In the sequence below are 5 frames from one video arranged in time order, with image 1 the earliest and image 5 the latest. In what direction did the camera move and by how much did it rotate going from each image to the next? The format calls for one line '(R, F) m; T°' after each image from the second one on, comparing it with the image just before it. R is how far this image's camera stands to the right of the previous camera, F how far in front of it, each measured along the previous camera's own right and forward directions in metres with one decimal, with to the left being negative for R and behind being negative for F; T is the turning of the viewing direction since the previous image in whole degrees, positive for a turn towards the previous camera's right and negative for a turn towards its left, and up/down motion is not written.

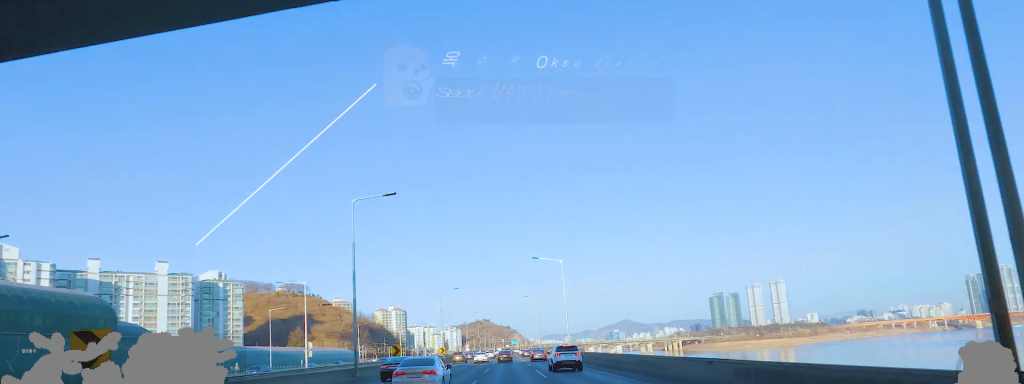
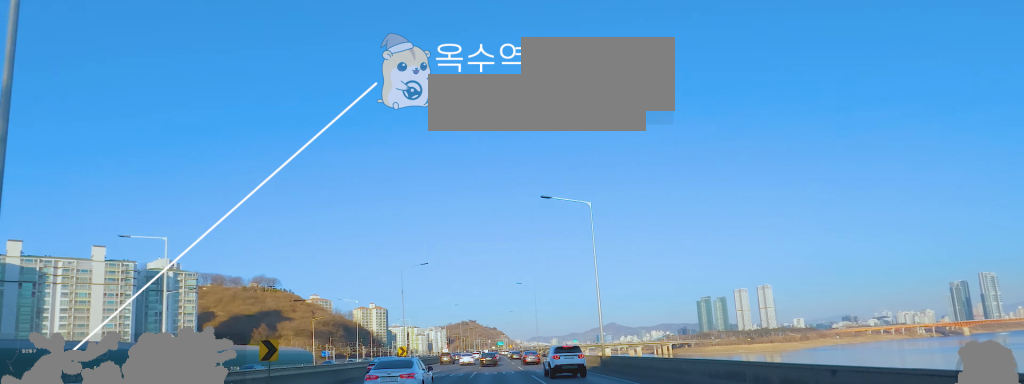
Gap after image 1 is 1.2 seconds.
(+0.4, +23.3) m; +4°
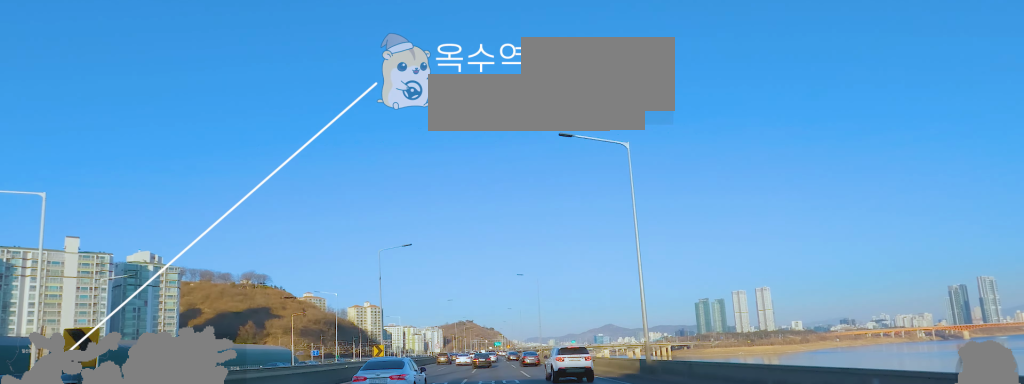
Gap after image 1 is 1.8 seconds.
(+0.7, +9.6) m; 0°
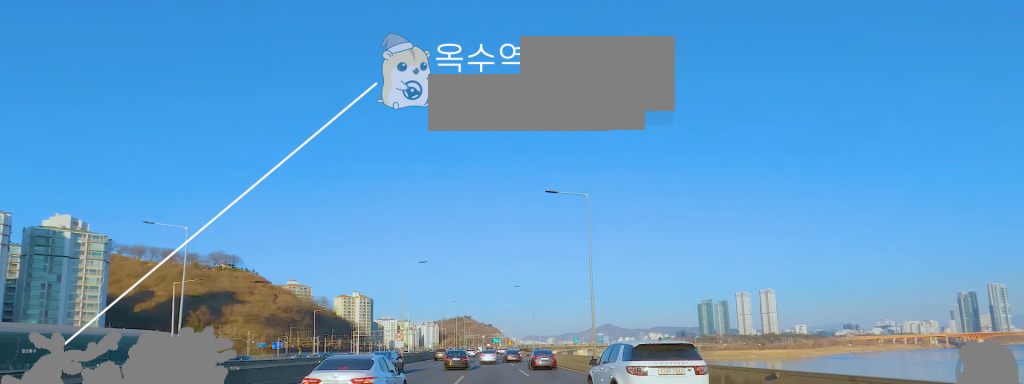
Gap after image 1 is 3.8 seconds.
(-0.9, +34.7) m; -3°
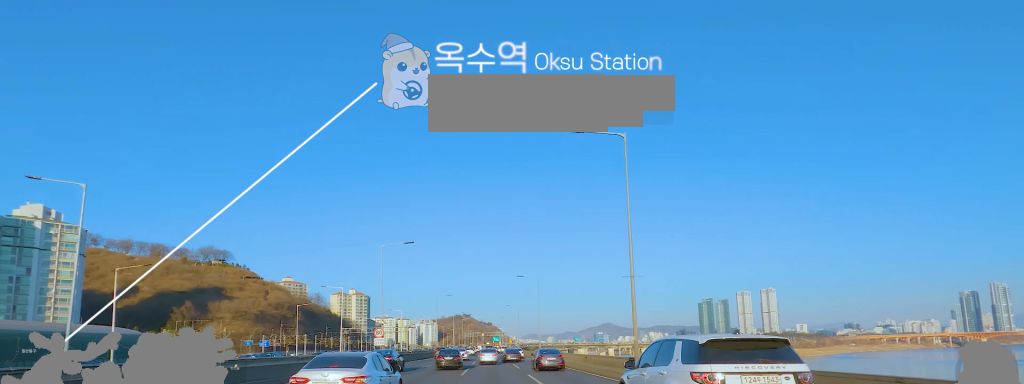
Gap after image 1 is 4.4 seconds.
(0.0, +8.6) m; -1°
